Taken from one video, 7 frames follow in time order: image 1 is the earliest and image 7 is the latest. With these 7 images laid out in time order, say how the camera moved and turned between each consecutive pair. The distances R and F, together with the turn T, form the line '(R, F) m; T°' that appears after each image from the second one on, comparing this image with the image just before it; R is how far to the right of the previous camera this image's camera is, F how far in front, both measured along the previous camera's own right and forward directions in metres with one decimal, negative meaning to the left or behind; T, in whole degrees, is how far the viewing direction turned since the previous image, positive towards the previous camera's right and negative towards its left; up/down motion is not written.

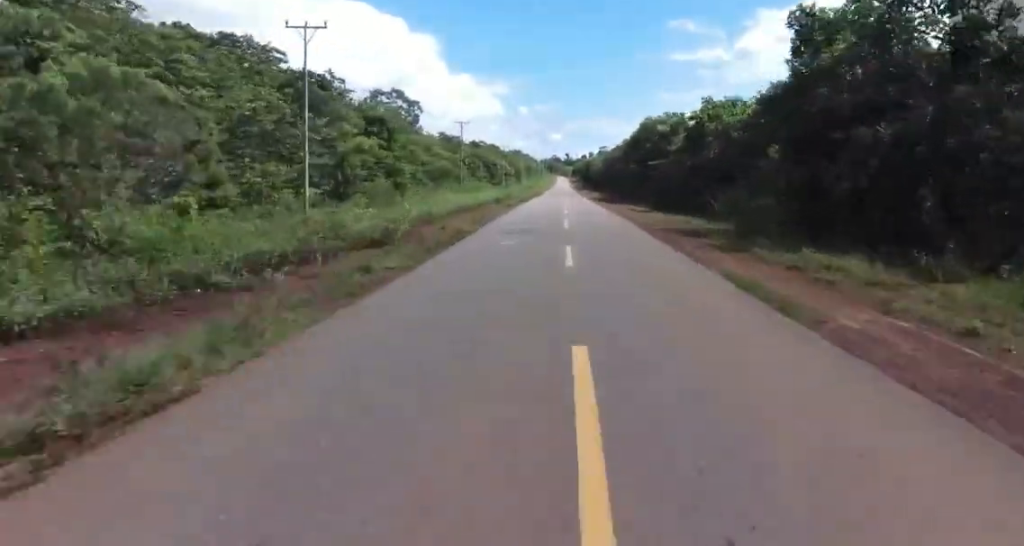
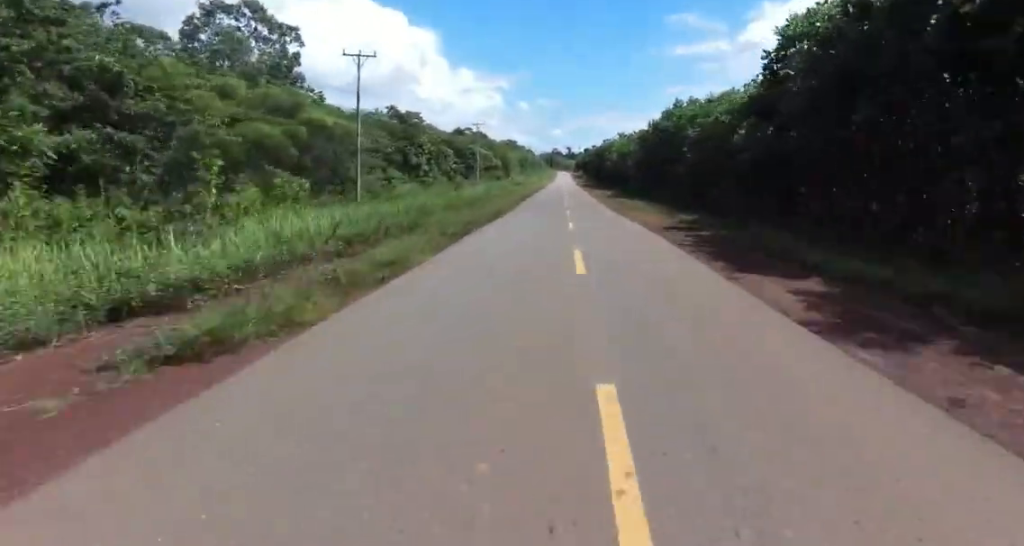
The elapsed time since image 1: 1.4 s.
(-2.0, +42.7) m; 0°
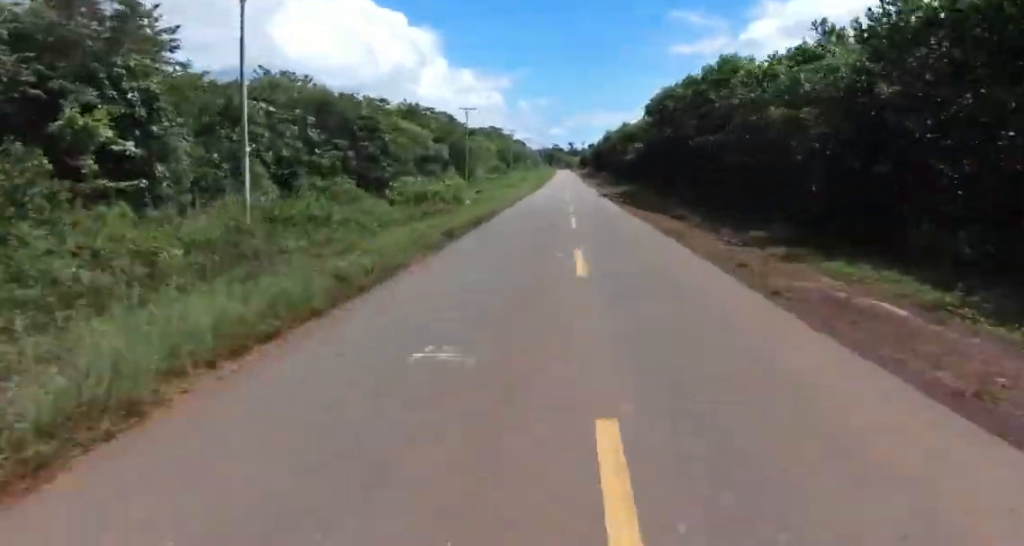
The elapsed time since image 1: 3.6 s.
(+2.5, +68.0) m; +2°
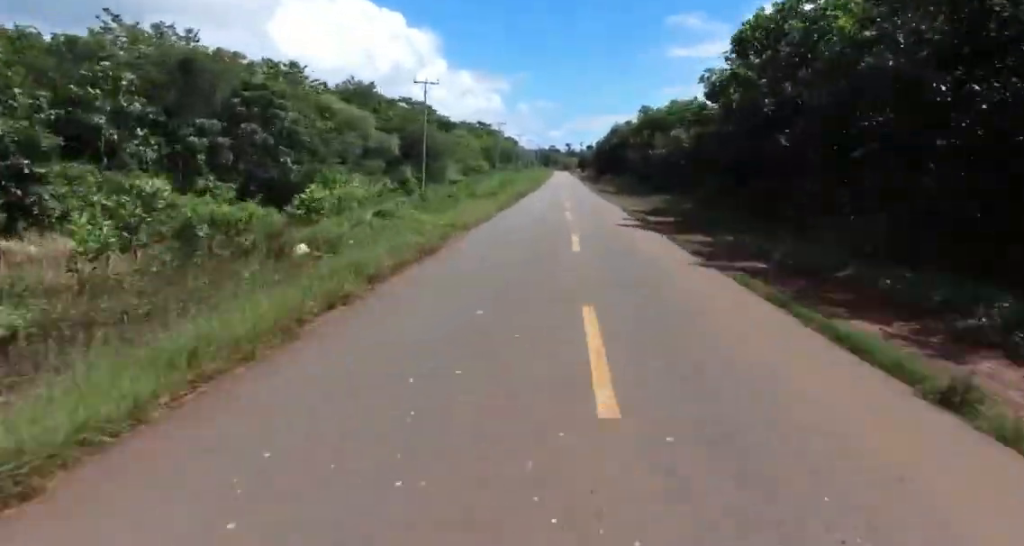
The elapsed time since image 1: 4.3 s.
(-0.1, +21.3) m; 0°
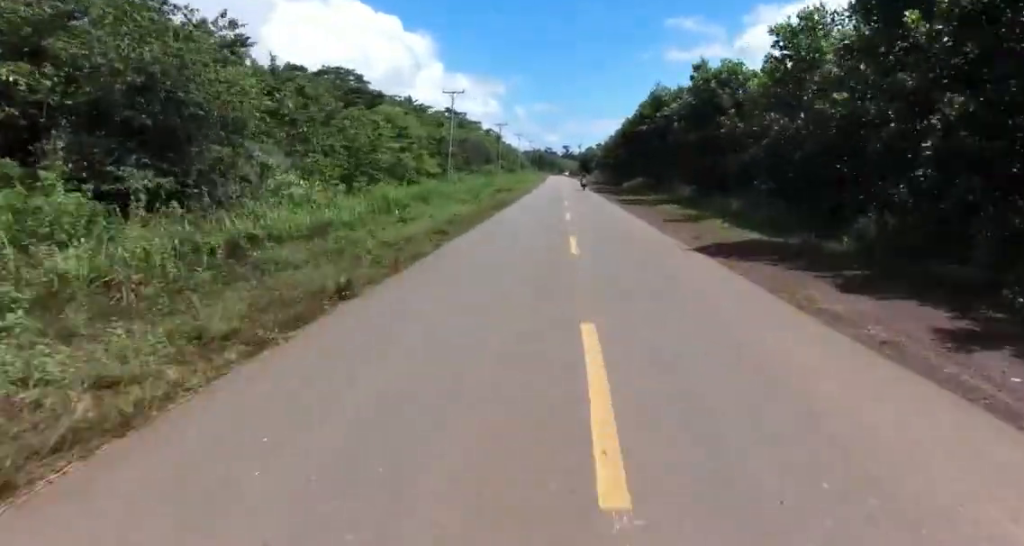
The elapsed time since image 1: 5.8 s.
(+0.2, +43.8) m; -1°
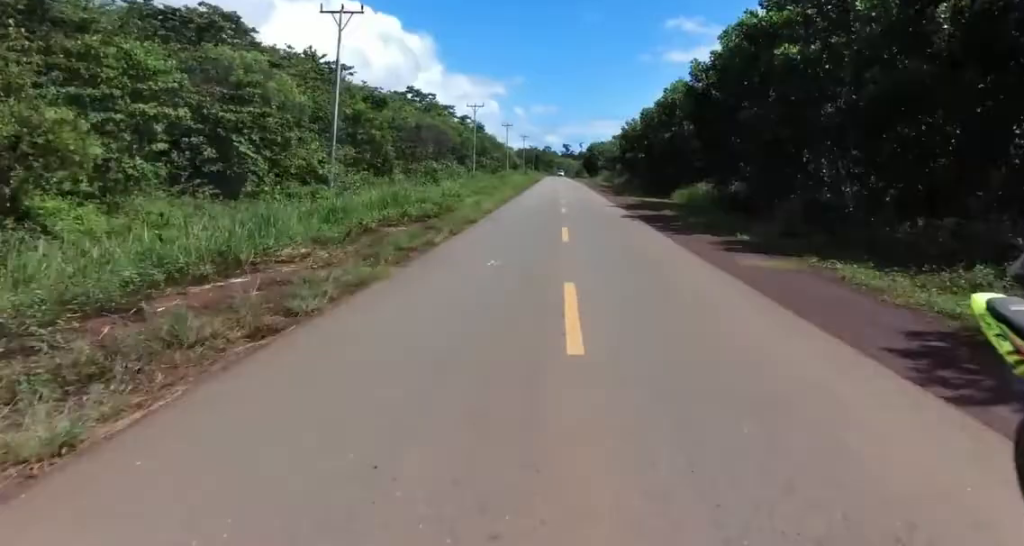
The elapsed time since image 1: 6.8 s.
(-1.1, +29.7) m; 0°
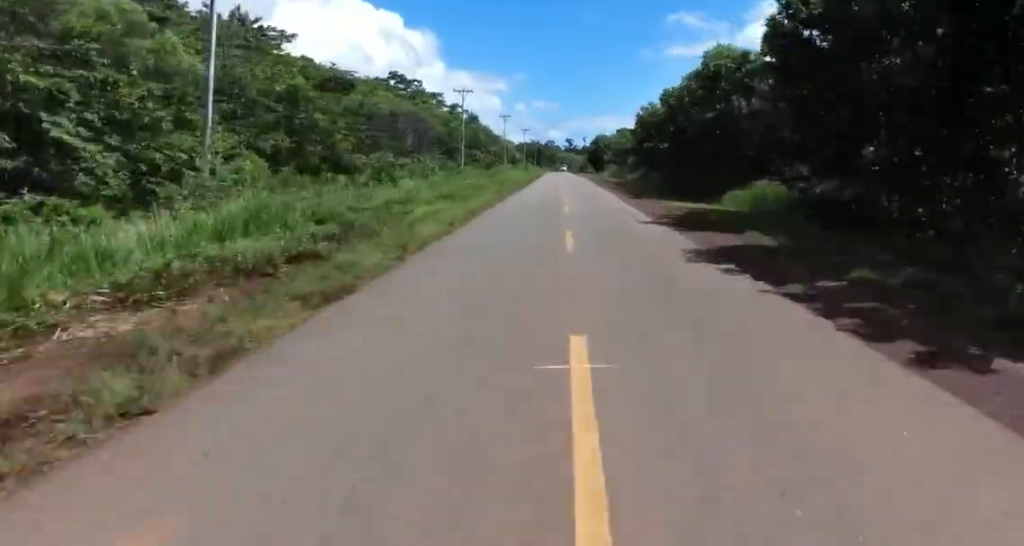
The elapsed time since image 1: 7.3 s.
(+0.4, +11.9) m; +1°
